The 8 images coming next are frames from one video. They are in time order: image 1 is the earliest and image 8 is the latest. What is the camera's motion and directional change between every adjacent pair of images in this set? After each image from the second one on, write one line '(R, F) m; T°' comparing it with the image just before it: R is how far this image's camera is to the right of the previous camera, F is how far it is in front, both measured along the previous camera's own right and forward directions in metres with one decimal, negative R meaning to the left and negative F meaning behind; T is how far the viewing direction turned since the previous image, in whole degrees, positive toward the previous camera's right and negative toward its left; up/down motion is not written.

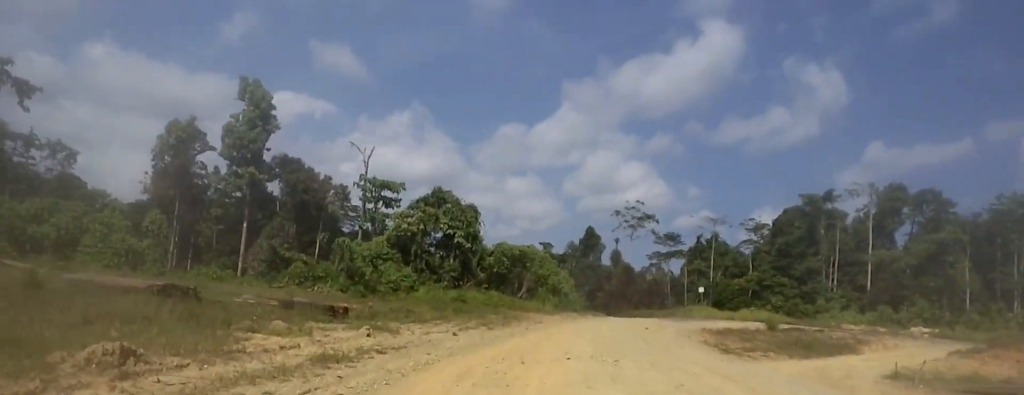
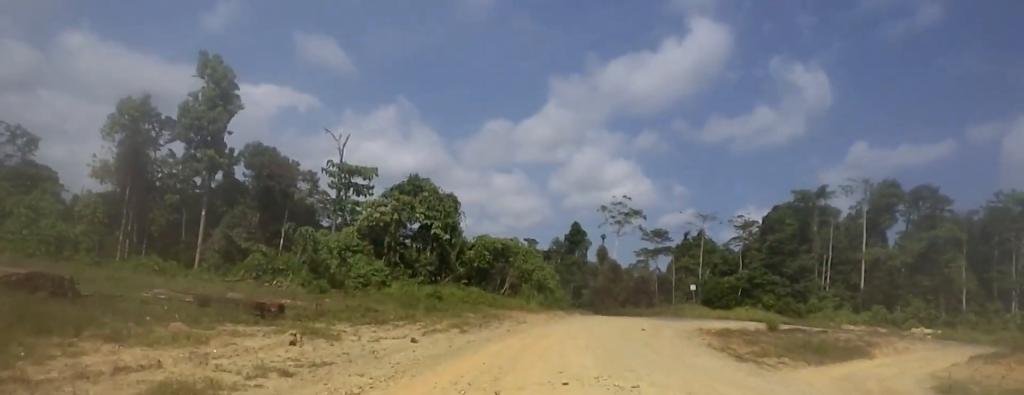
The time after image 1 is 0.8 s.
(0.0, +4.2) m; 0°
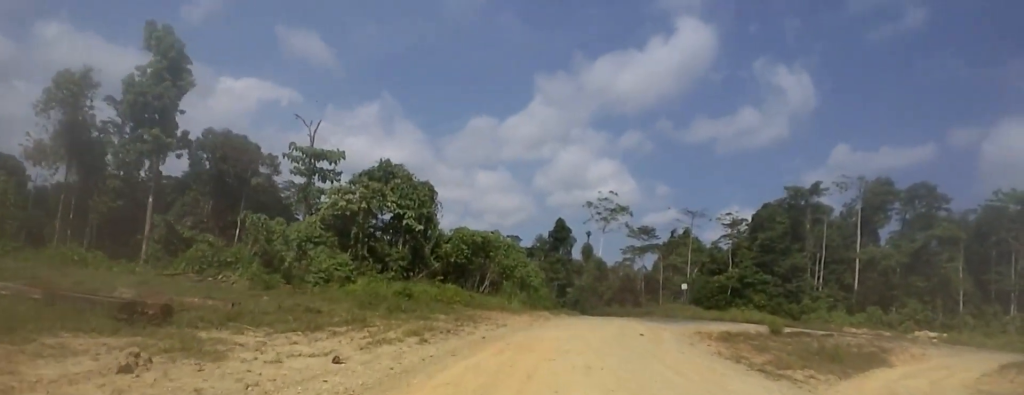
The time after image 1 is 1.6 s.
(0.0, +4.6) m; 0°
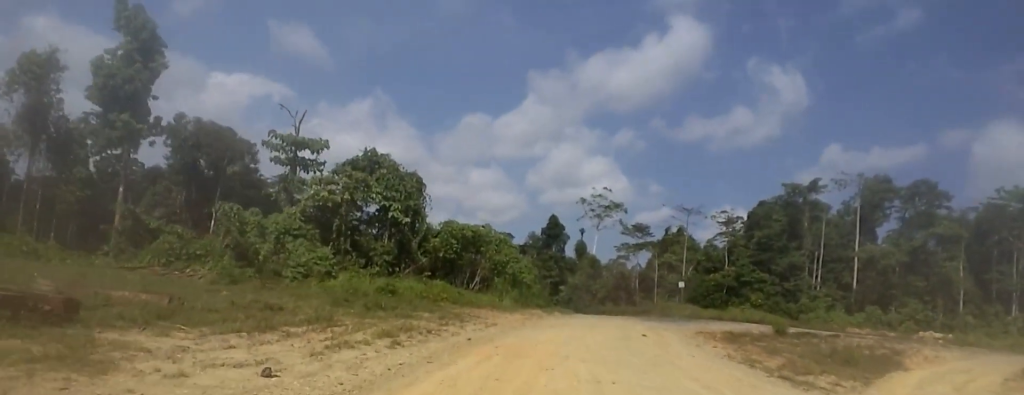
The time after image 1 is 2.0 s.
(0.0, +2.4) m; 0°
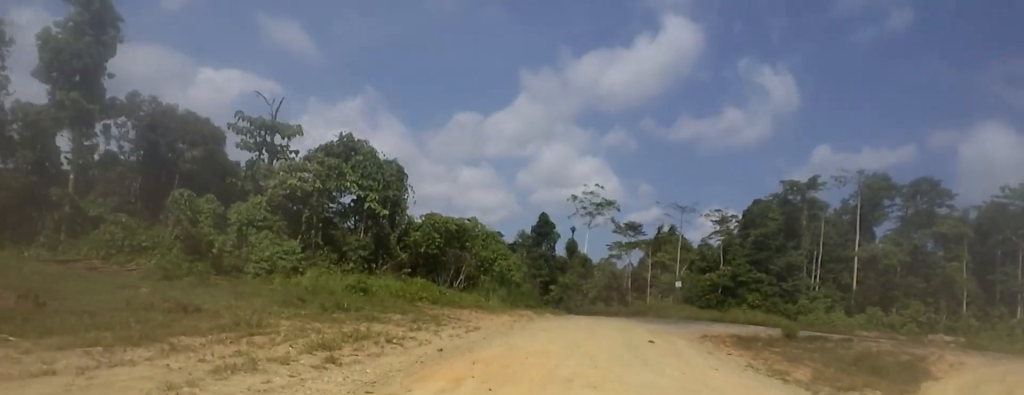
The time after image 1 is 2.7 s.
(0.0, +3.6) m; 0°
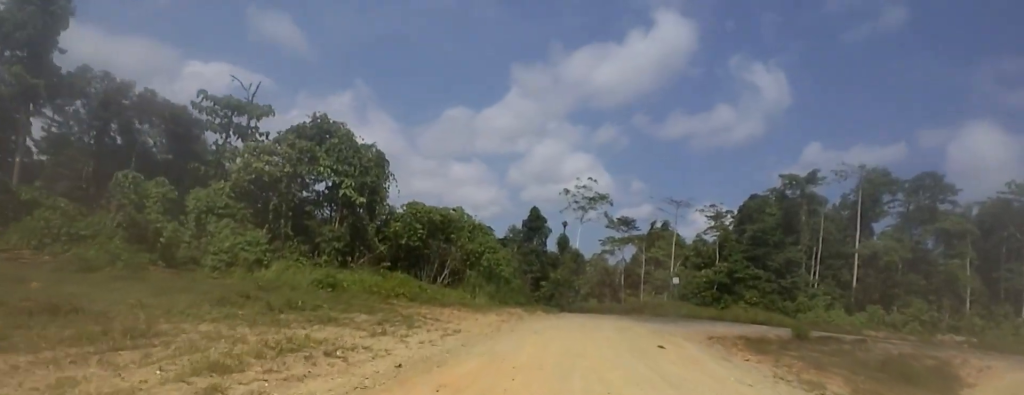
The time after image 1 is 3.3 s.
(0.0, +3.1) m; 0°
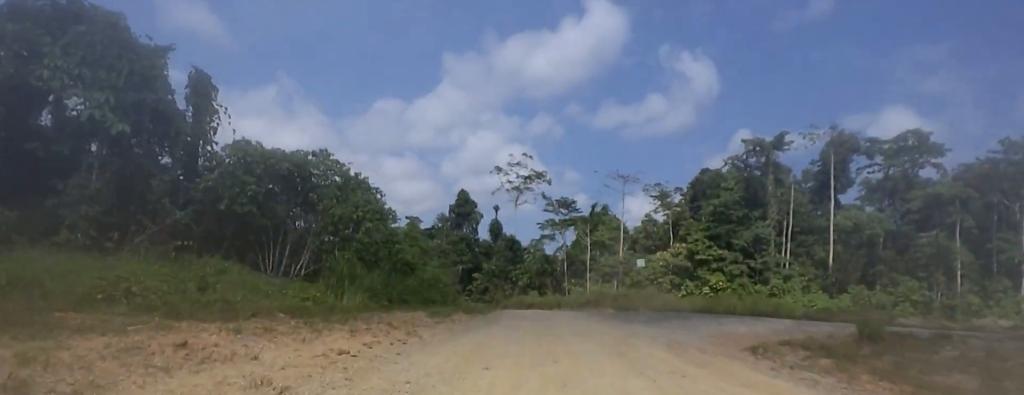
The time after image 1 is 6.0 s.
(+1.2, +15.2) m; +15°
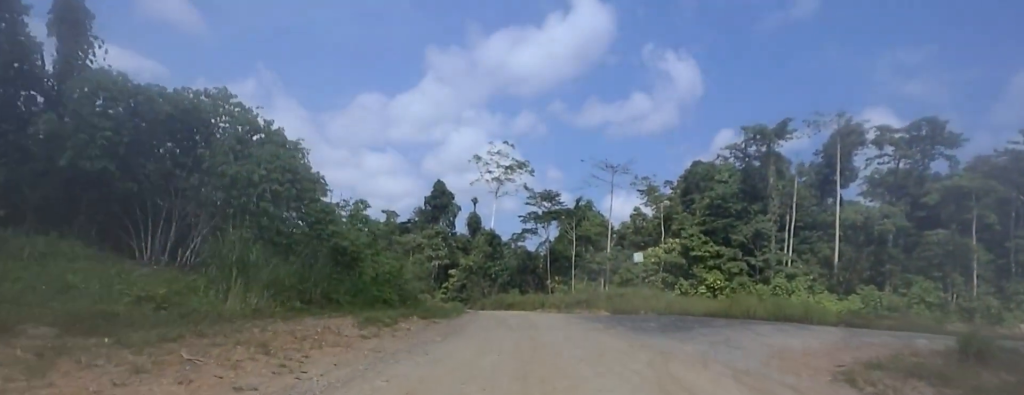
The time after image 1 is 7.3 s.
(0.0, +7.0) m; -7°
